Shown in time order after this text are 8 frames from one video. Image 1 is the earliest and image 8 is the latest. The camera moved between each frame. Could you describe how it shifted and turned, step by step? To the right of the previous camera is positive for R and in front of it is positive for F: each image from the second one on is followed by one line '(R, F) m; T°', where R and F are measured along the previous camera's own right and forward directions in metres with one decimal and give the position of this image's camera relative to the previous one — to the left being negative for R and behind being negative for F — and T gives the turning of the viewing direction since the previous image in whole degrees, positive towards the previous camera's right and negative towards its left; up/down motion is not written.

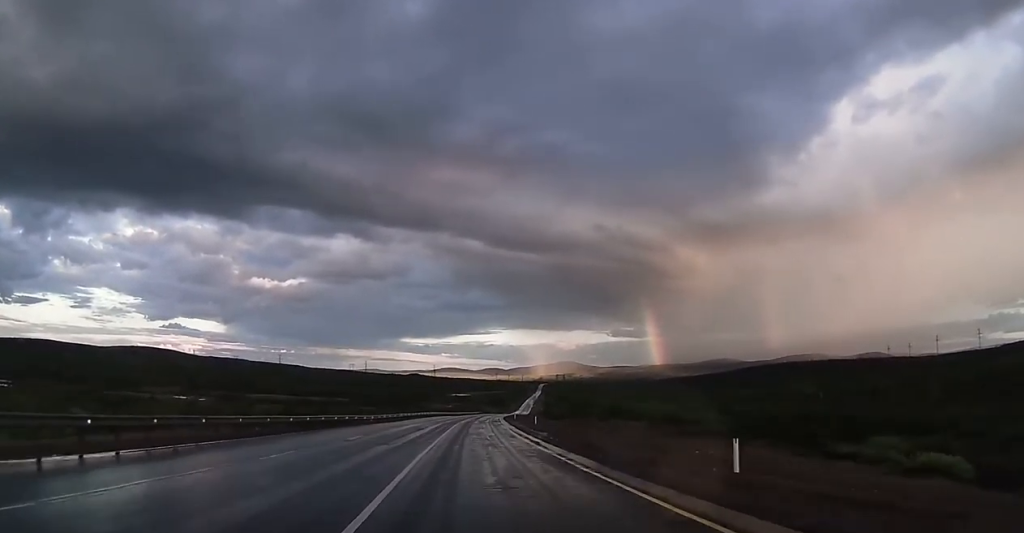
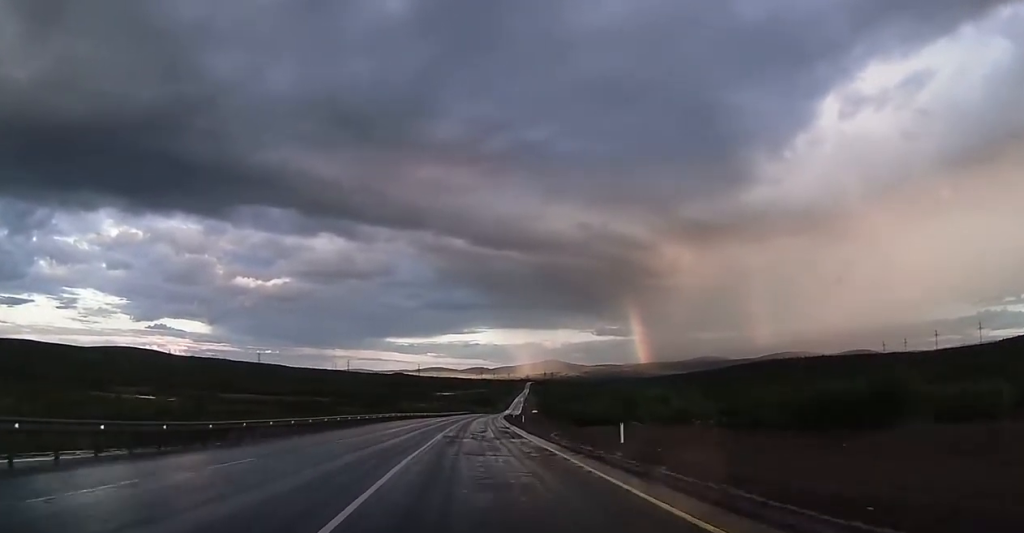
(+0.4, +38.4) m; +1°
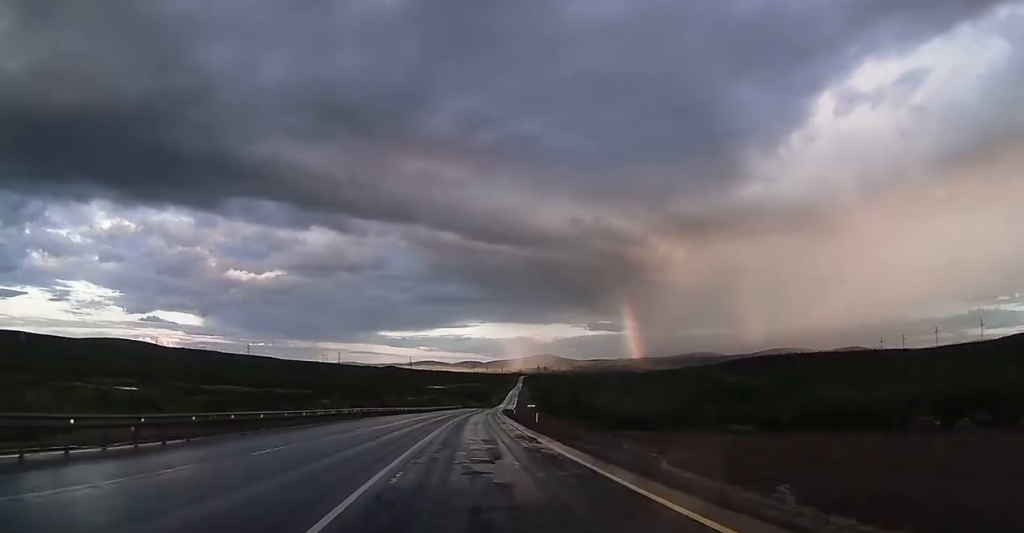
(+0.1, +21.1) m; +1°
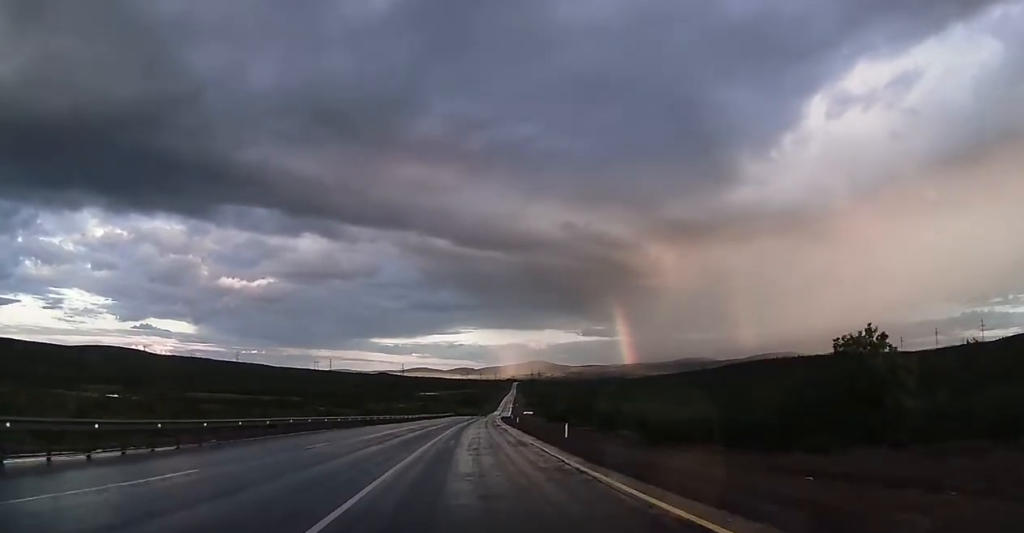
(+0.2, +18.3) m; +1°
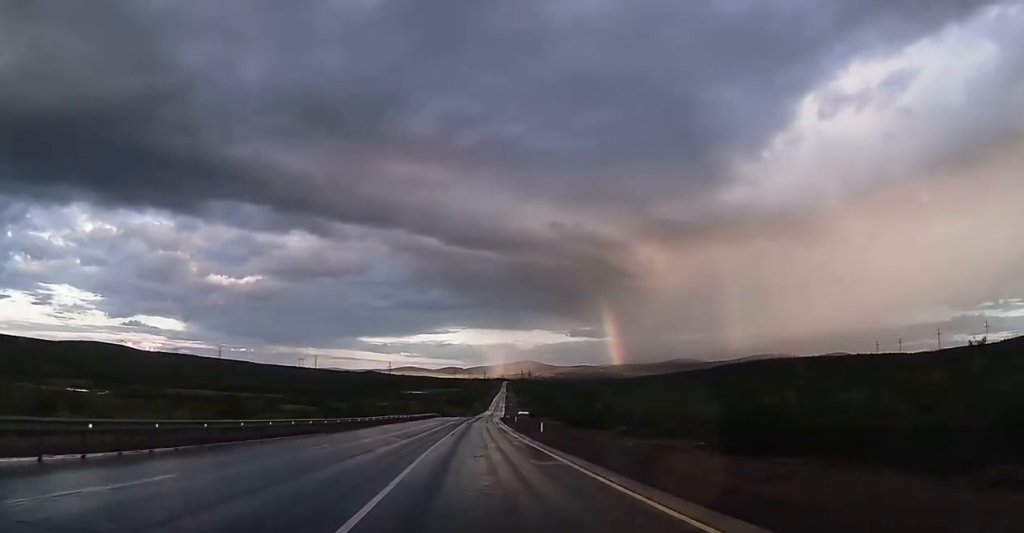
(+0.2, +36.1) m; +1°
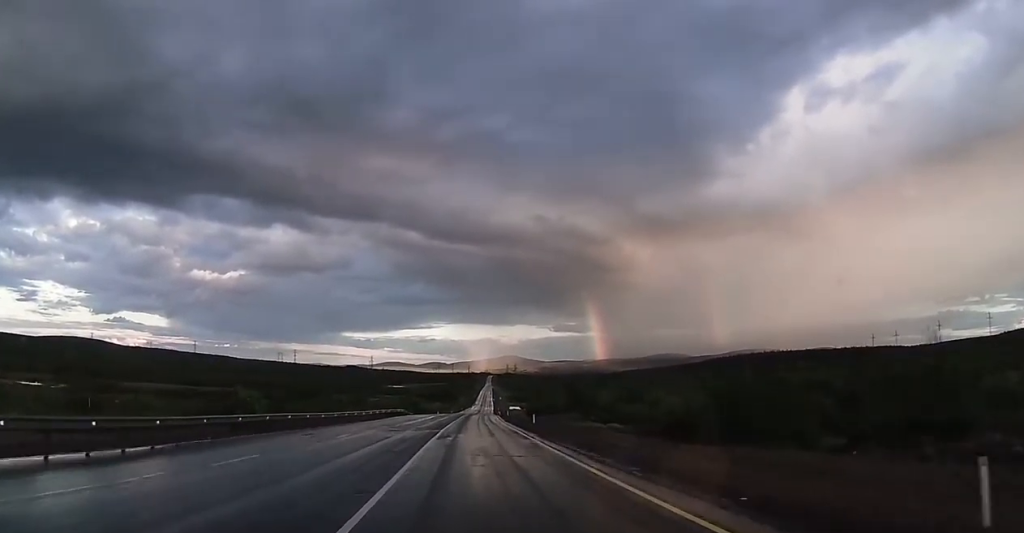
(+0.5, +43.1) m; +1°
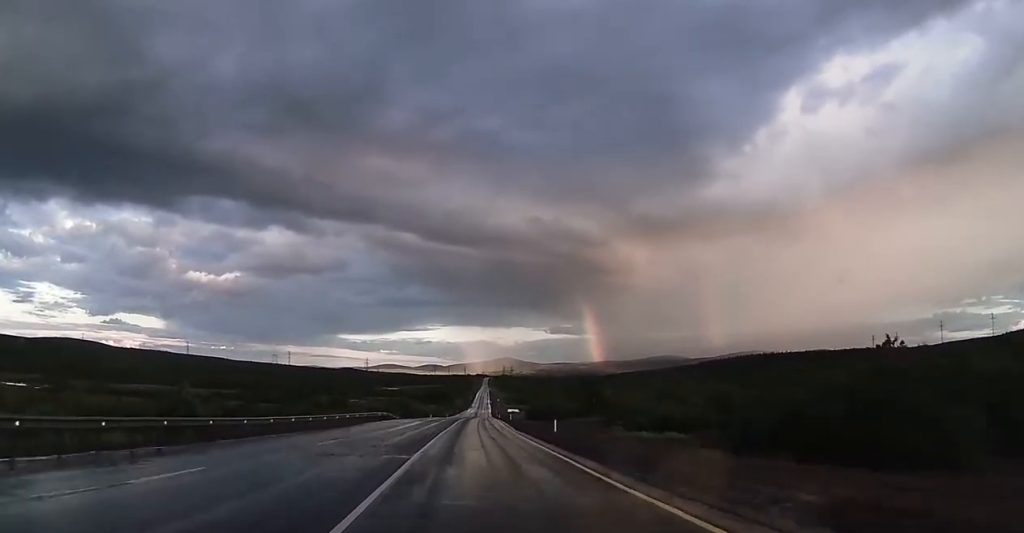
(+0.1, +15.1) m; 0°
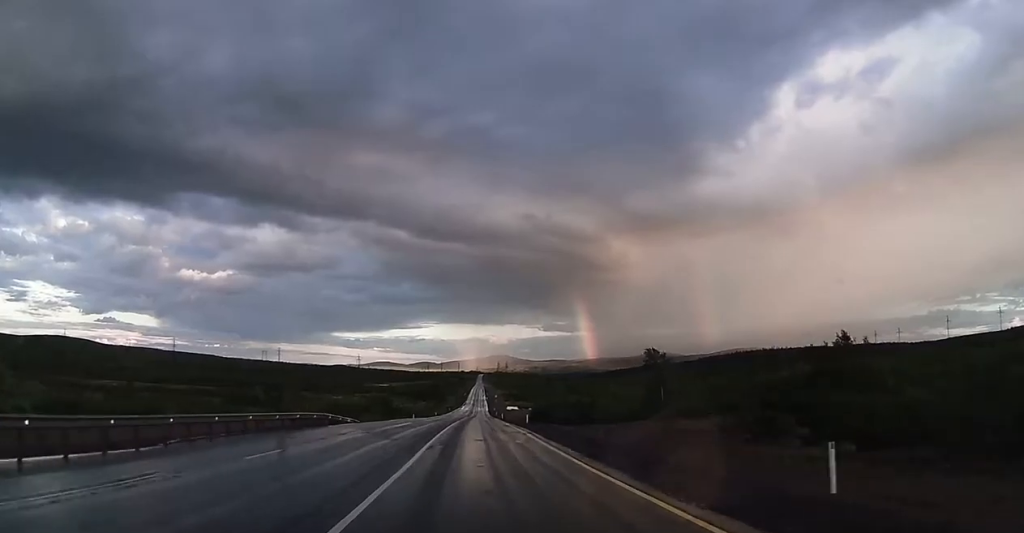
(+0.3, +31.3) m; +1°
